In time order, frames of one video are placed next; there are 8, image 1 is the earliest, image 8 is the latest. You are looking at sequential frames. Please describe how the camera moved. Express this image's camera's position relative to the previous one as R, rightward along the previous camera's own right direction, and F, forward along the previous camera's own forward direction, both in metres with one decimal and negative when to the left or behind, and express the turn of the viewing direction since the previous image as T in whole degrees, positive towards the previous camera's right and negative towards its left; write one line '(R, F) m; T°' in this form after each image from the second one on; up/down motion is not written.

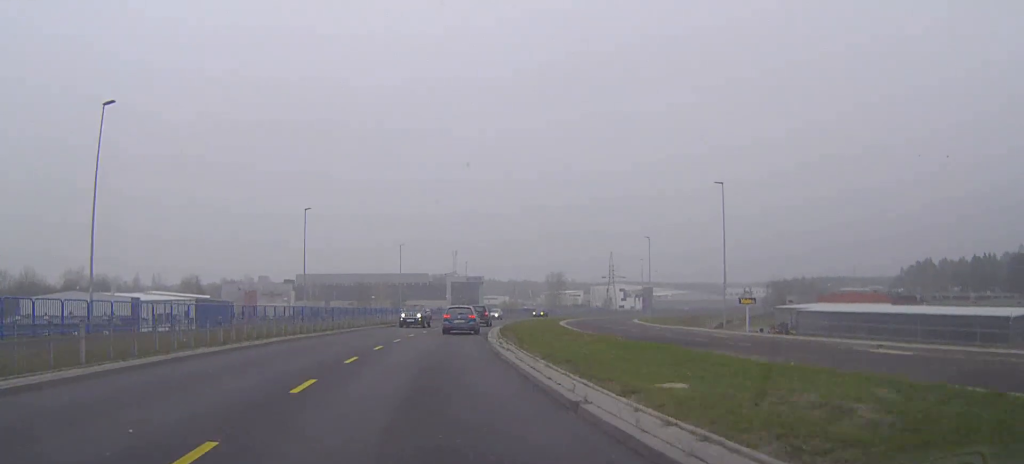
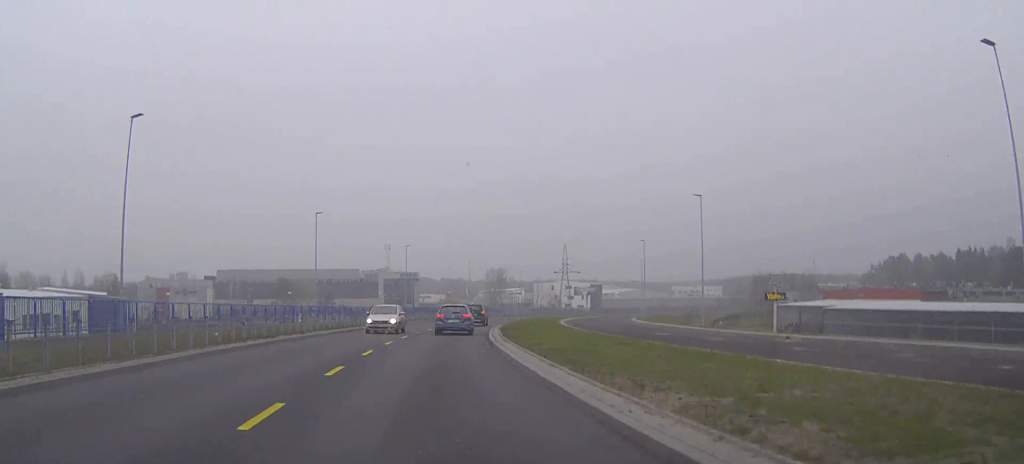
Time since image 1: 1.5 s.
(+1.1, +26.8) m; +5°
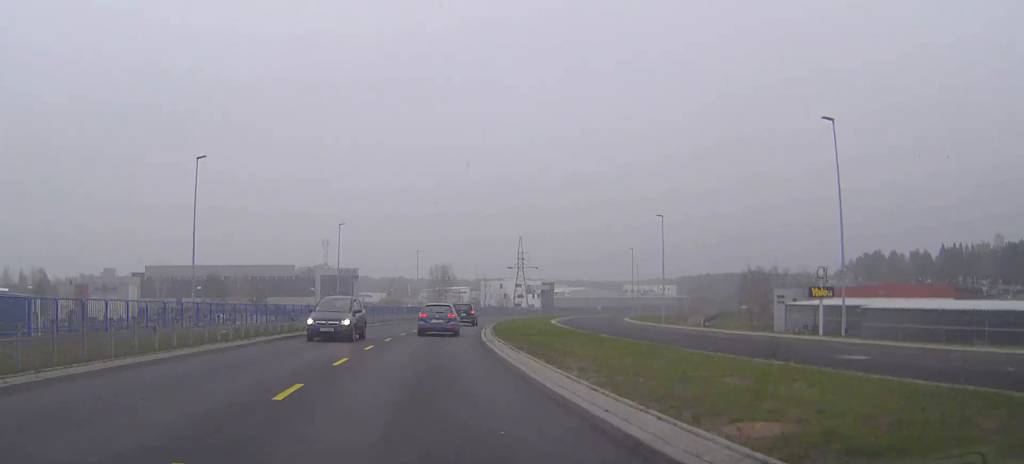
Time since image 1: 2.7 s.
(+0.7, +21.3) m; +4°
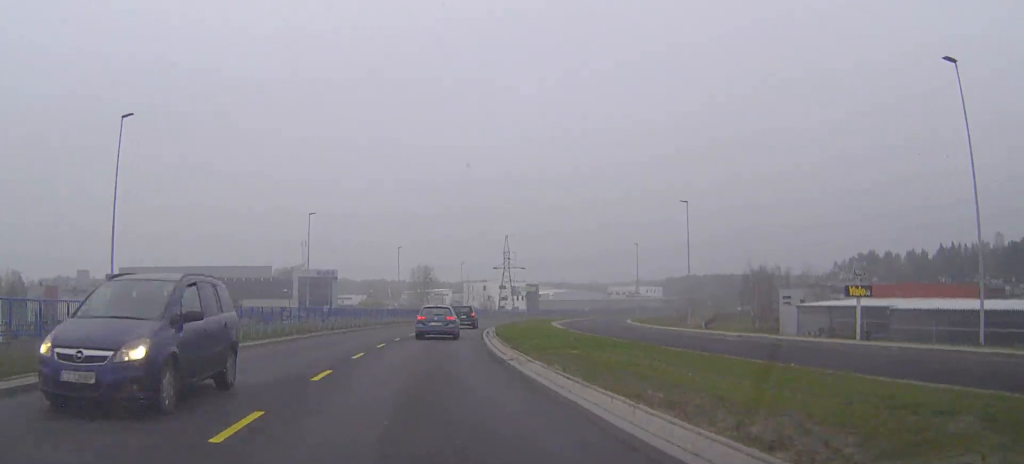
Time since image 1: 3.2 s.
(0.0, +9.2) m; +2°
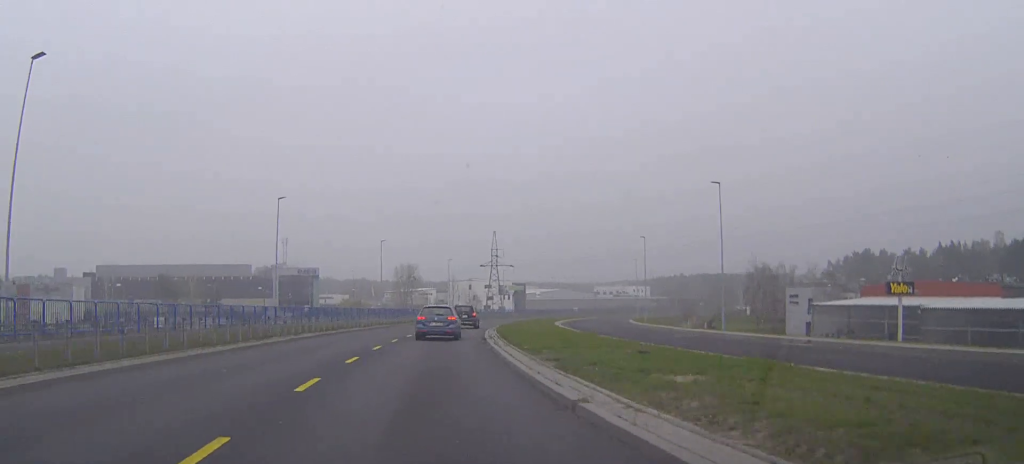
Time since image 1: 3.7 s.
(+0.2, +7.8) m; +2°
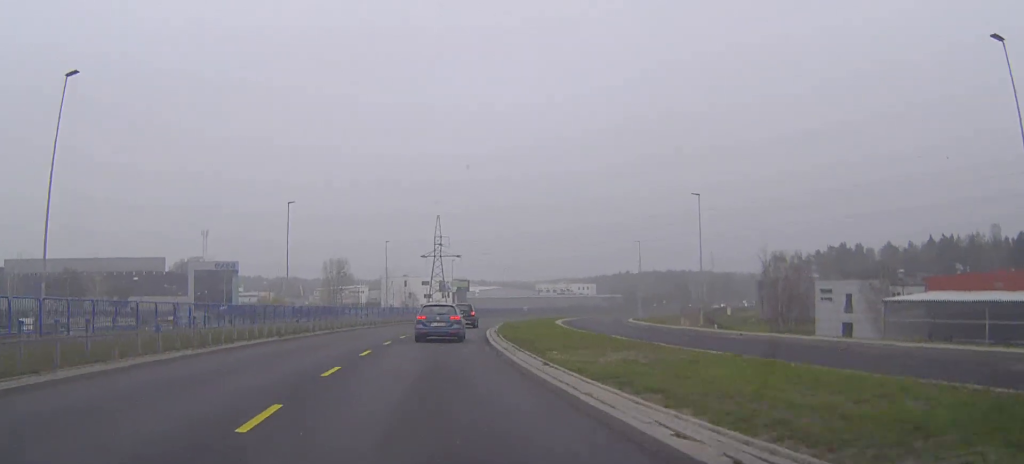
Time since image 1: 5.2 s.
(+1.2, +27.3) m; +5°
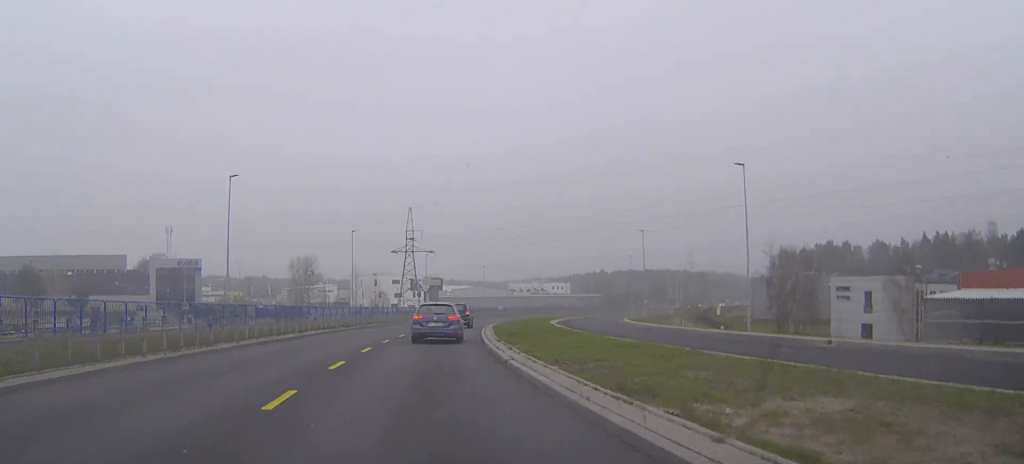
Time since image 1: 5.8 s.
(+0.3, +10.3) m; +2°
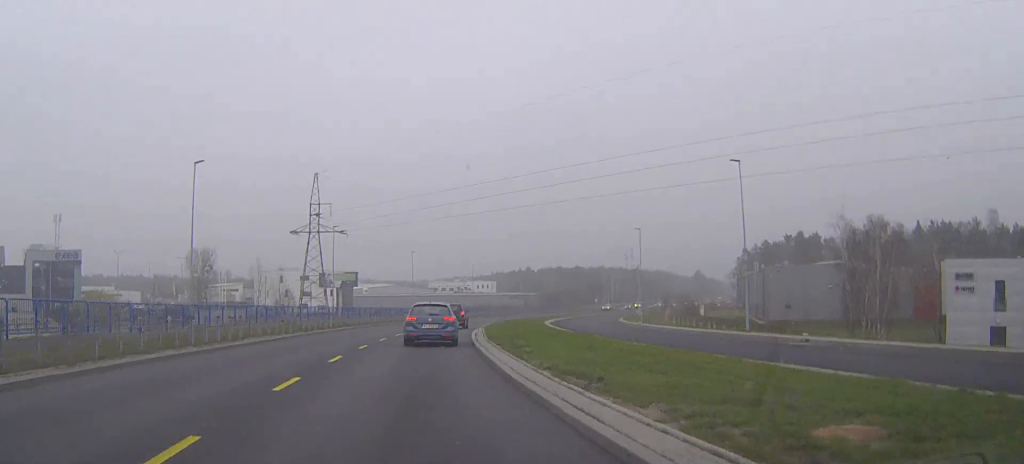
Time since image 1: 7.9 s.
(+2.1, +33.8) m; +7°
